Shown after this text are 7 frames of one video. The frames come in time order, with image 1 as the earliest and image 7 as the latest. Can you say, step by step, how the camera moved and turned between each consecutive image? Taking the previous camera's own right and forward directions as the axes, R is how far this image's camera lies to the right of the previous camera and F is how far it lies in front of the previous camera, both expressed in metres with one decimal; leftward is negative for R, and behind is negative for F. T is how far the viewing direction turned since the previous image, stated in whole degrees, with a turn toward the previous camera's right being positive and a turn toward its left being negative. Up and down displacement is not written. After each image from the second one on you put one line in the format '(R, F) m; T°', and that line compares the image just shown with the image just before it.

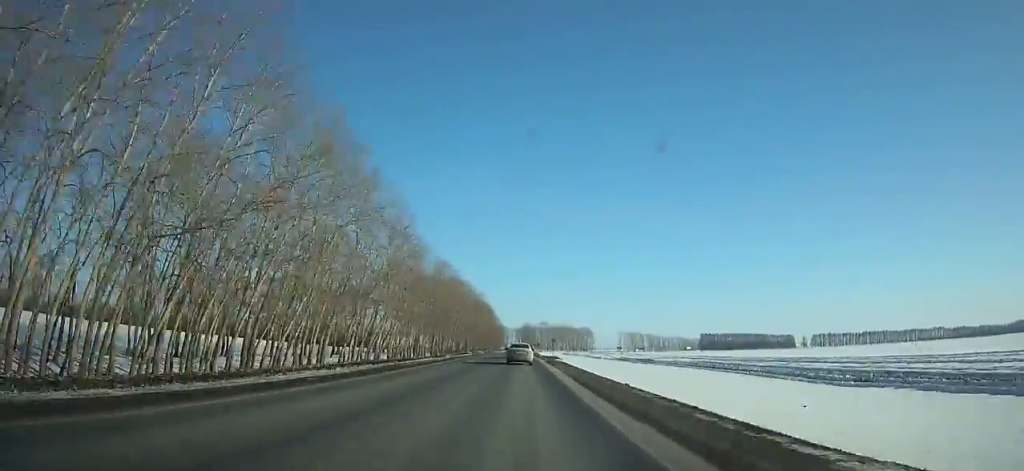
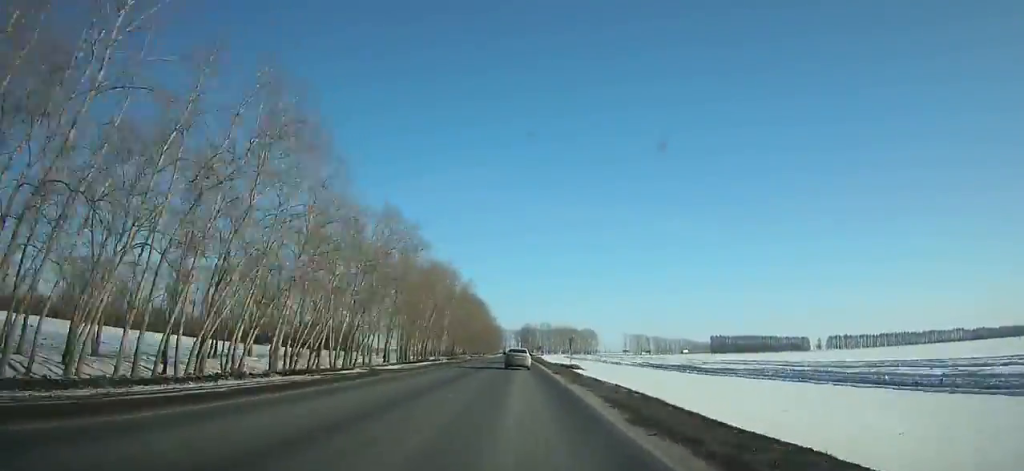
(-0.2, +36.4) m; 0°
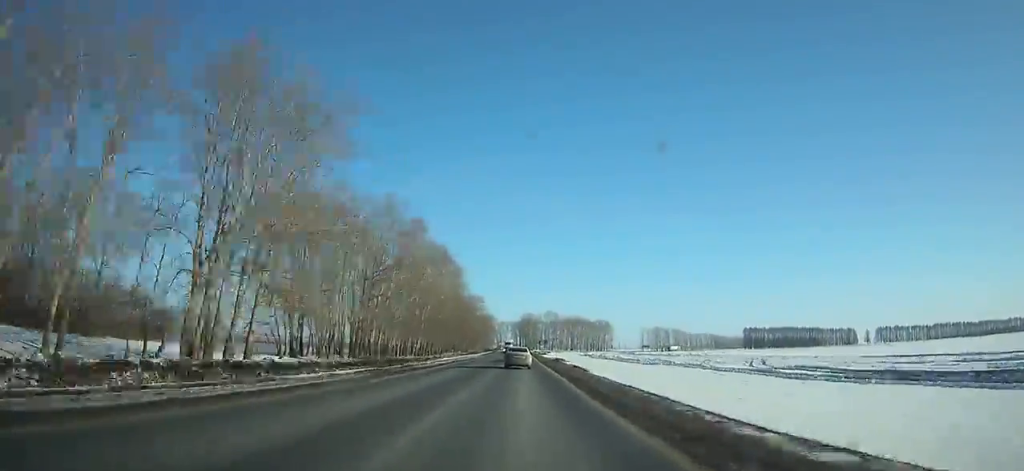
(0.0, +94.1) m; 0°
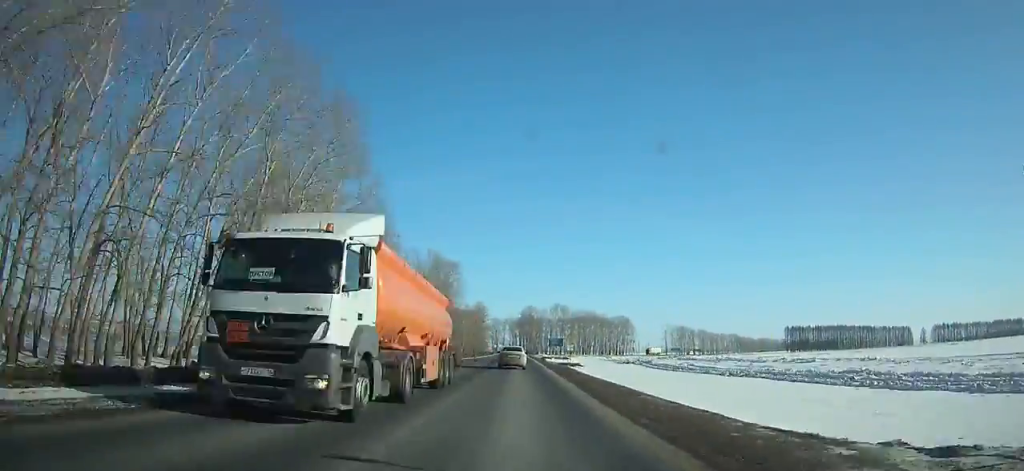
(+0.3, +79.4) m; 0°
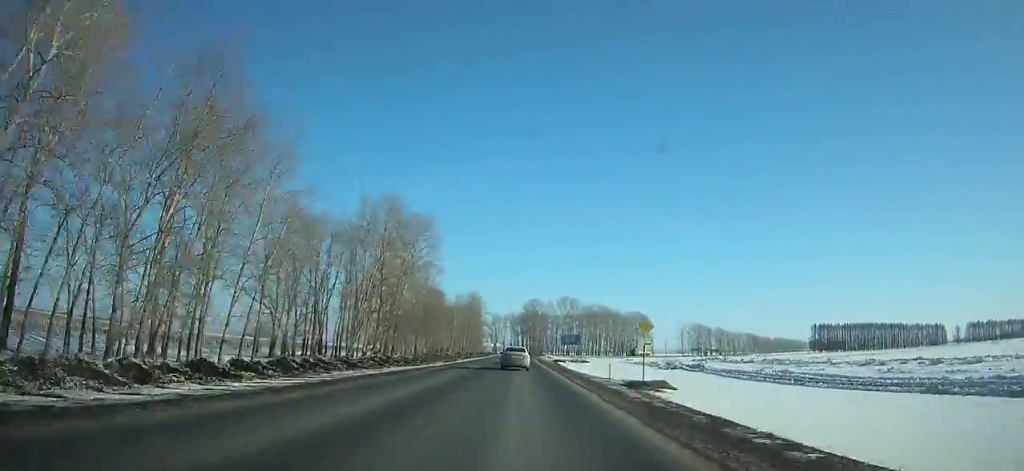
(0.0, +37.3) m; 0°
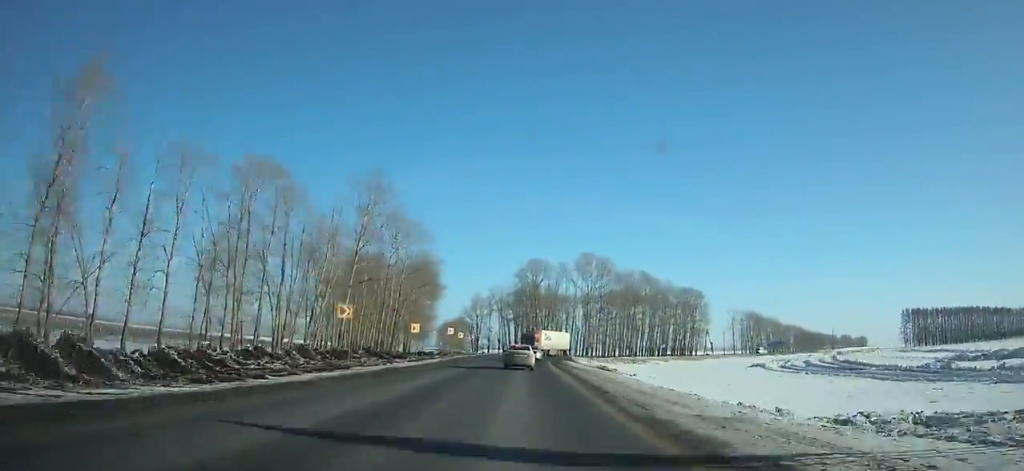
(+0.4, +104.2) m; +2°
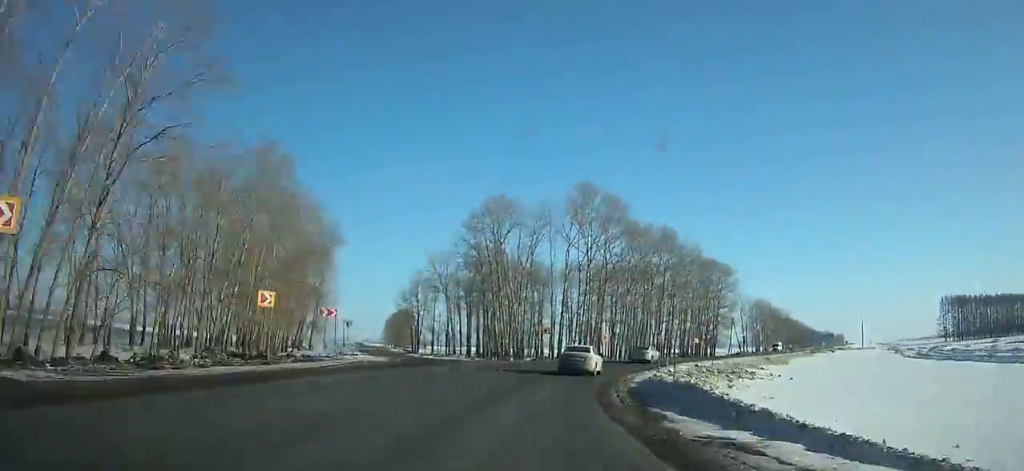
(+2.3, +59.1) m; +12°
